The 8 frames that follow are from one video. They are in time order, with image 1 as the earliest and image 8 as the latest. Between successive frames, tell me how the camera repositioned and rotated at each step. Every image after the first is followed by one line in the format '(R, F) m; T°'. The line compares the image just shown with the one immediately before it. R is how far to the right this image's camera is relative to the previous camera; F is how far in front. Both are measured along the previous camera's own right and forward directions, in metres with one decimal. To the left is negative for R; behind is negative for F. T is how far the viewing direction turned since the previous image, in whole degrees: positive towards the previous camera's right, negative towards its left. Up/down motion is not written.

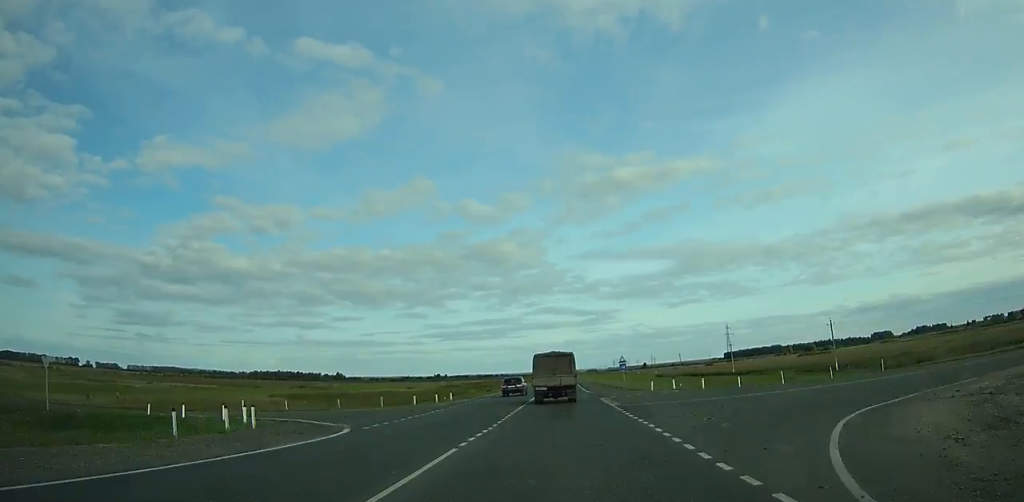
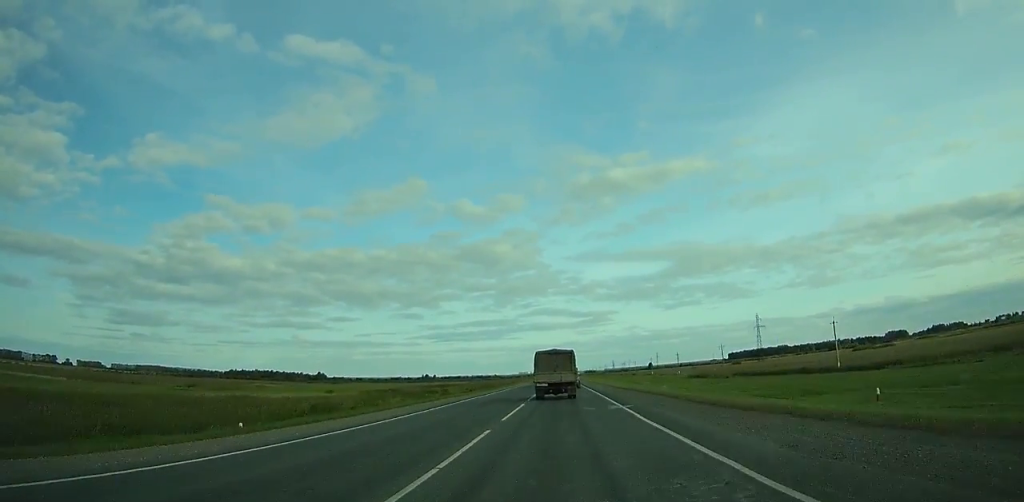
(-0.3, +65.6) m; 0°
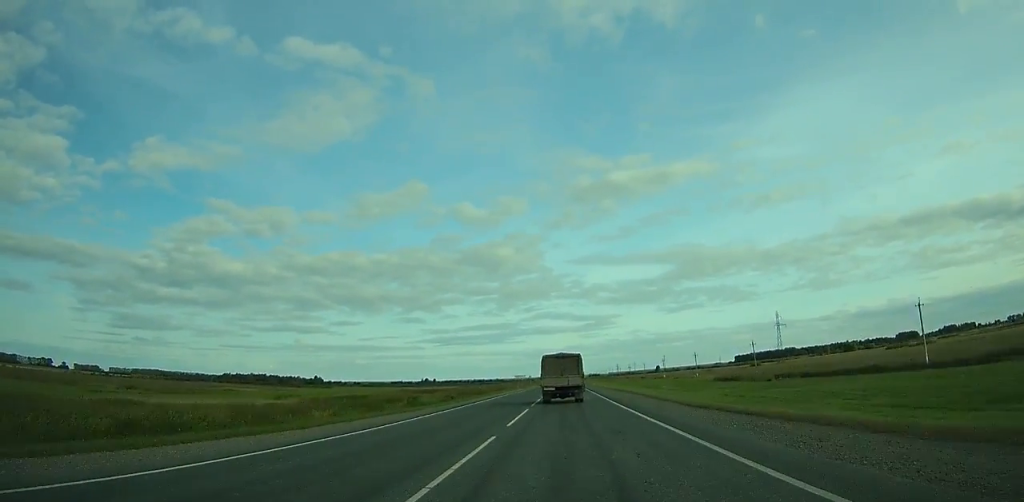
(0.0, +25.0) m; 0°
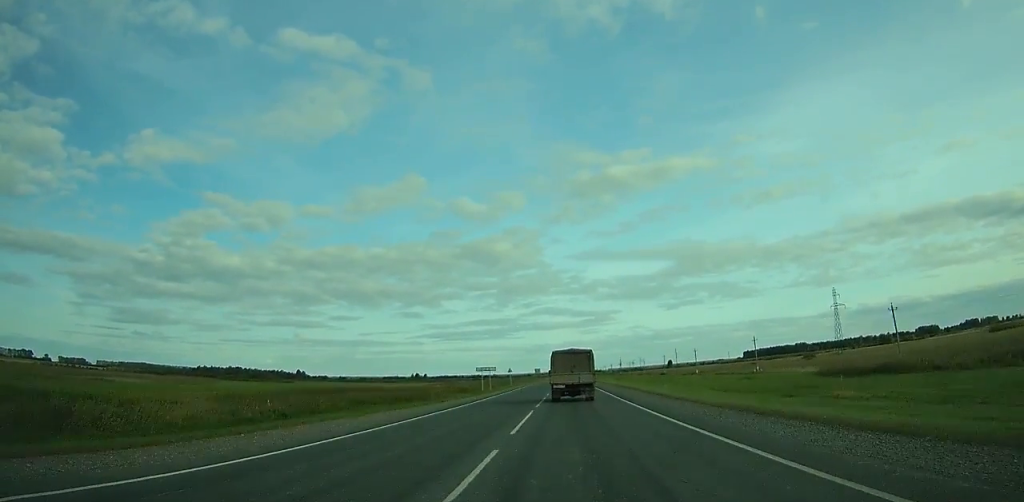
(0.0, +60.8) m; 0°
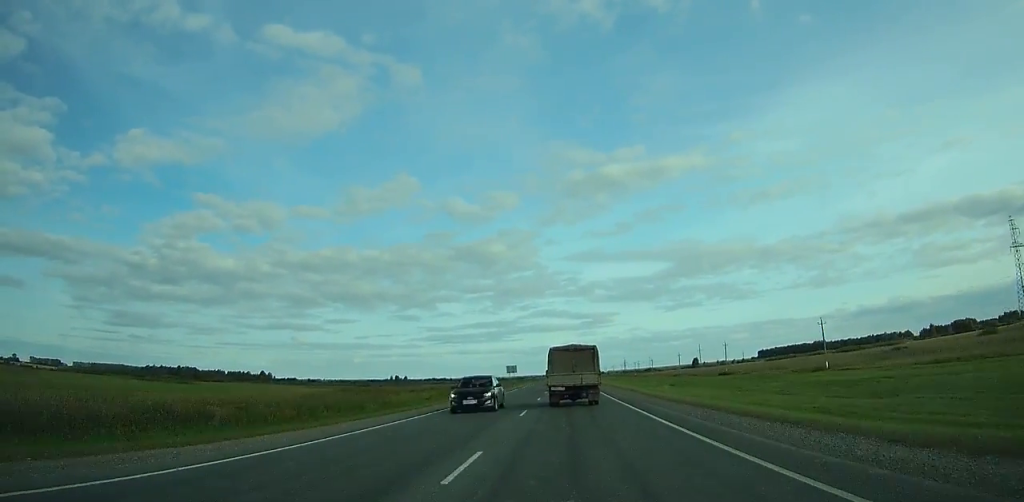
(+0.5, +102.2) m; 0°
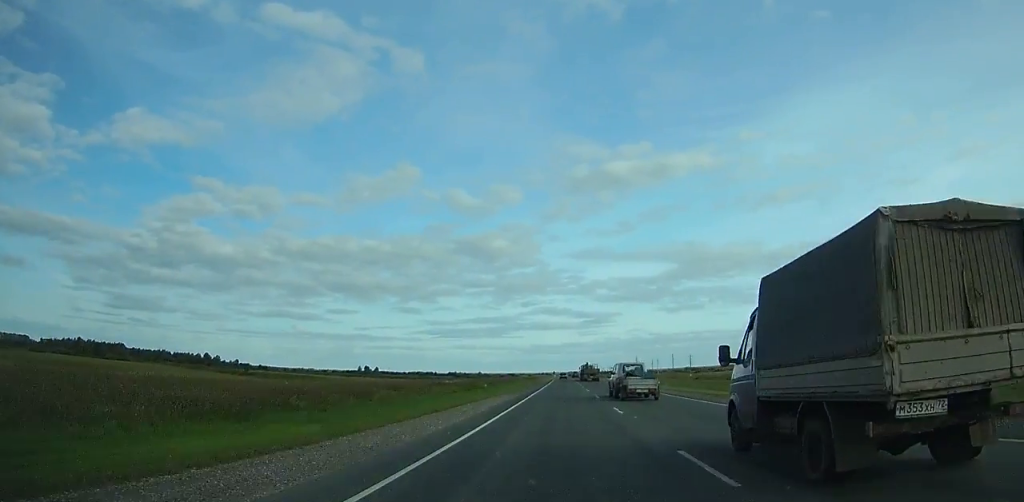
(-0.9, +134.1) m; 0°
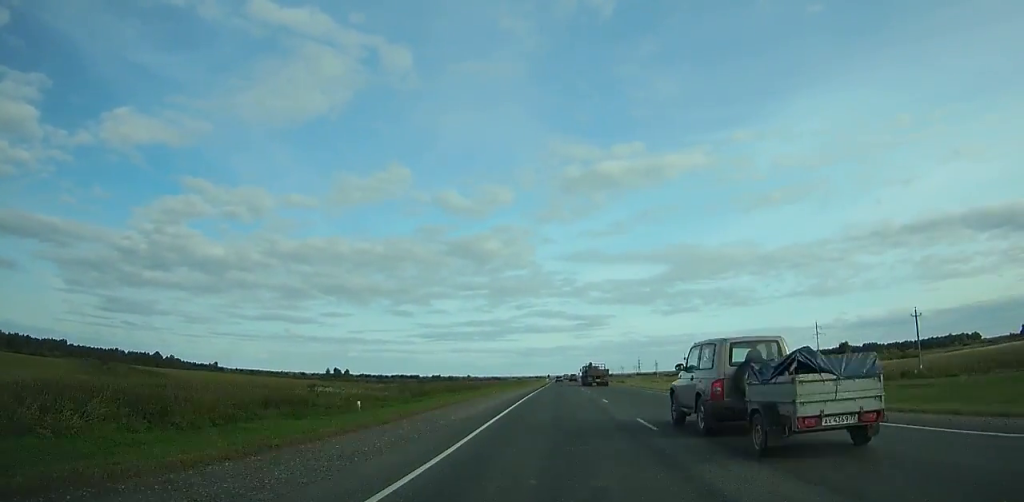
(+0.4, +77.9) m; +1°
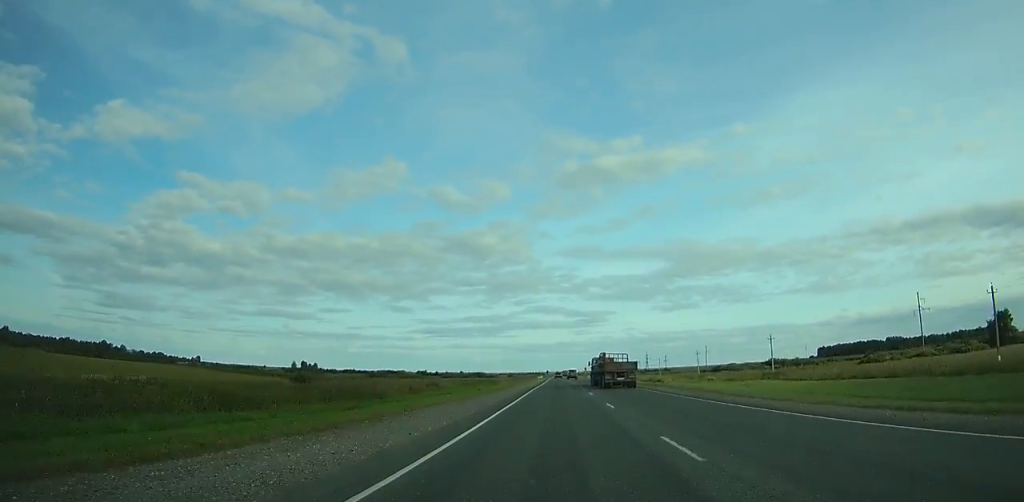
(+0.4, +75.2) m; 0°
